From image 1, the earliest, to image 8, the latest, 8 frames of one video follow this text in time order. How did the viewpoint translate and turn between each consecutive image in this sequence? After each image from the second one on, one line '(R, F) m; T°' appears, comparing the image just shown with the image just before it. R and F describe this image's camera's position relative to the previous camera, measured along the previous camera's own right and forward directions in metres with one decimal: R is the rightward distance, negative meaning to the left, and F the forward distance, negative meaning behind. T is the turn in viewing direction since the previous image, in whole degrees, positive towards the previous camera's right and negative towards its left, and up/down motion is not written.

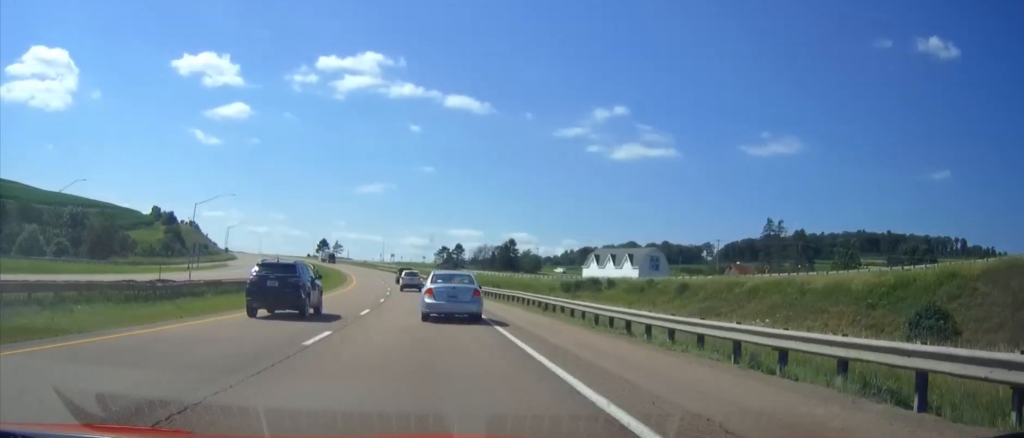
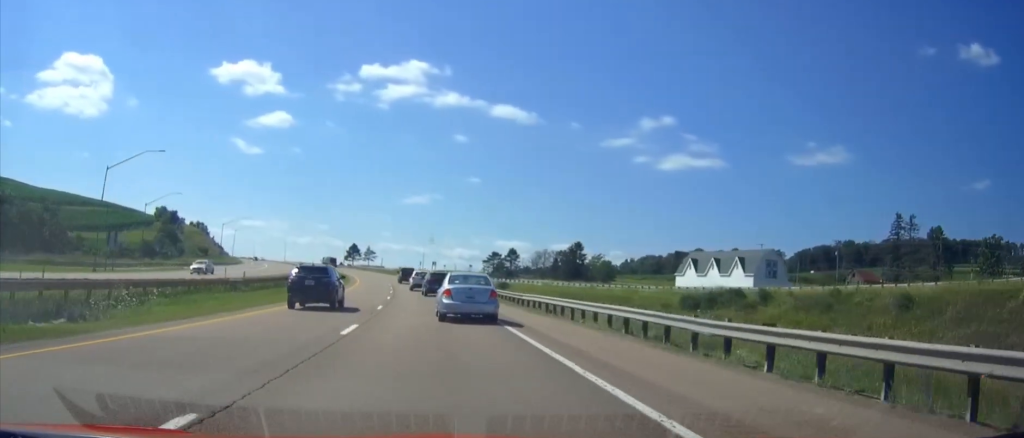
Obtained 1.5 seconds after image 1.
(-3.4, +46.1) m; -9°
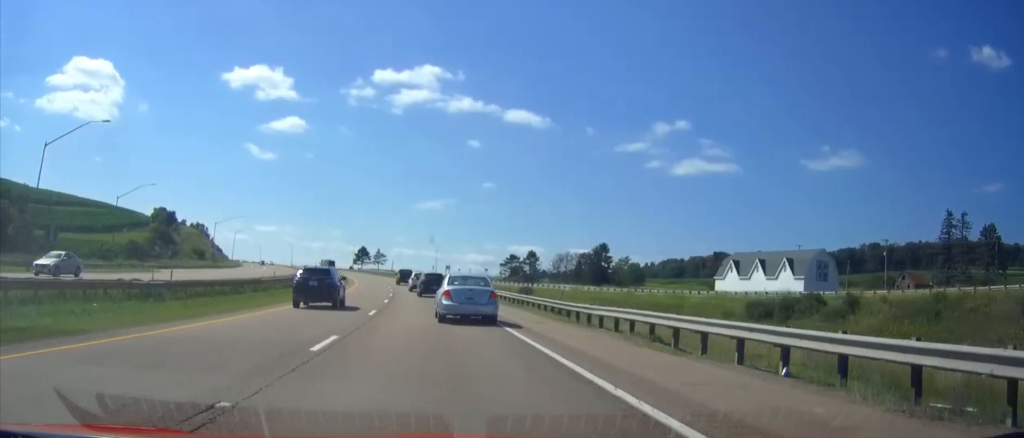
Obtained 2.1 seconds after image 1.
(-0.3, +15.9) m; -1°
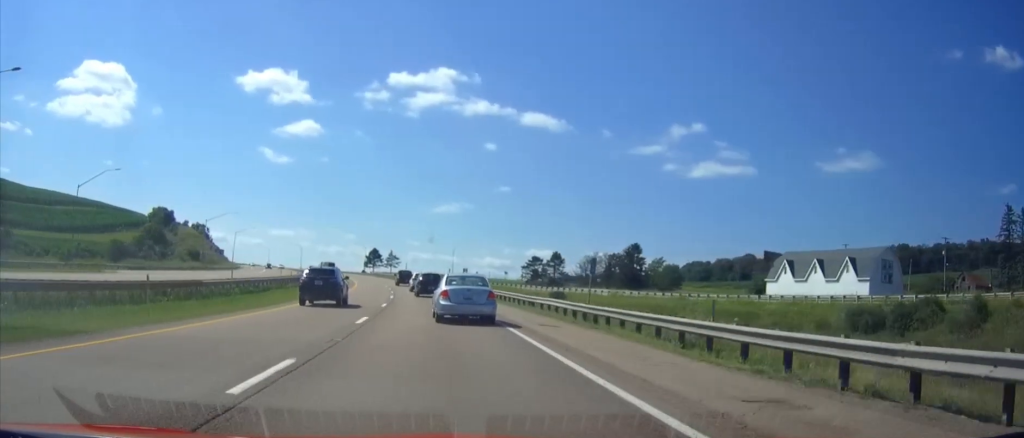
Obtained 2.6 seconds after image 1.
(0.0, +16.9) m; -1°
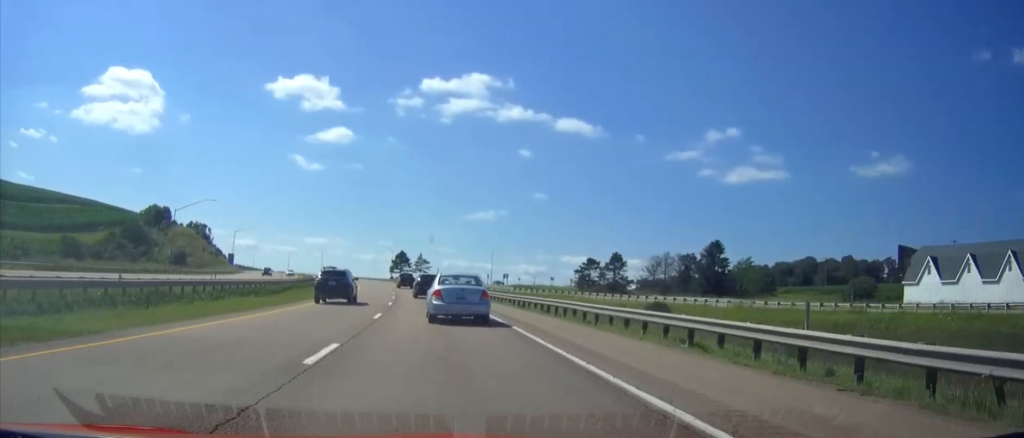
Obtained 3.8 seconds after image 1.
(-1.0, +33.6) m; -3°
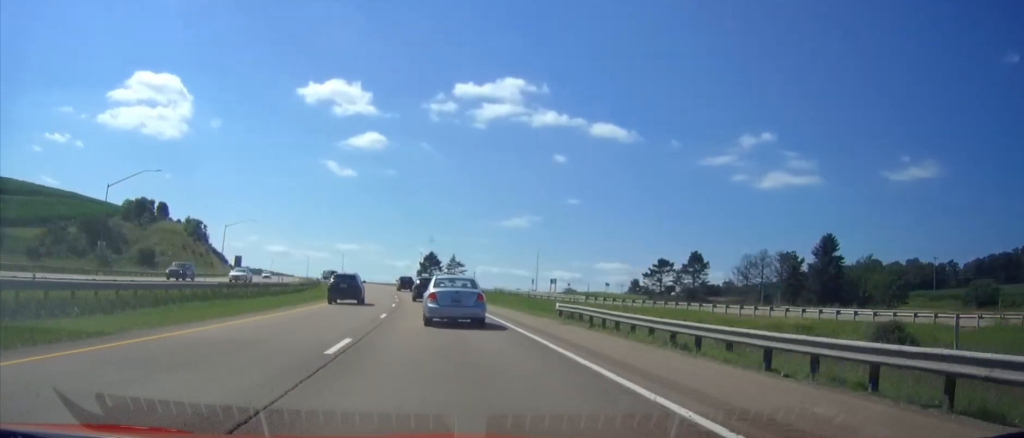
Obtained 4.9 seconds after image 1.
(-0.8, +34.4) m; -3°
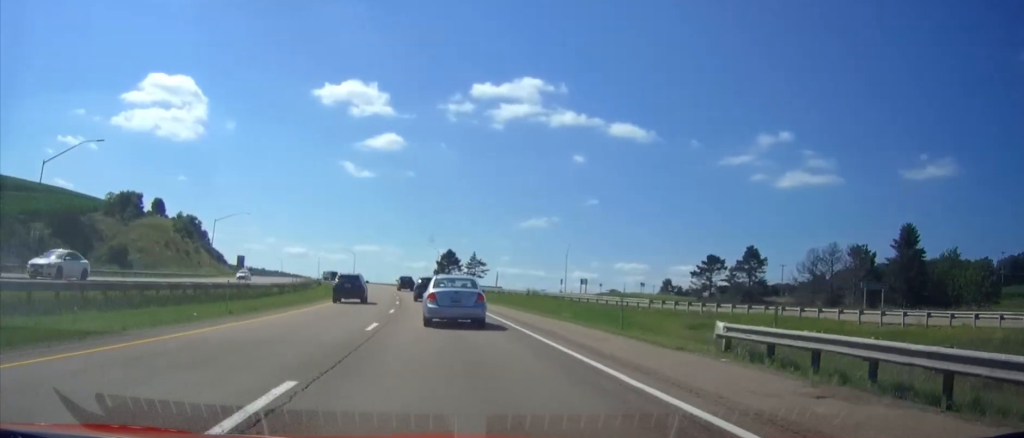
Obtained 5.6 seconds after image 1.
(-0.1, +18.6) m; -2°
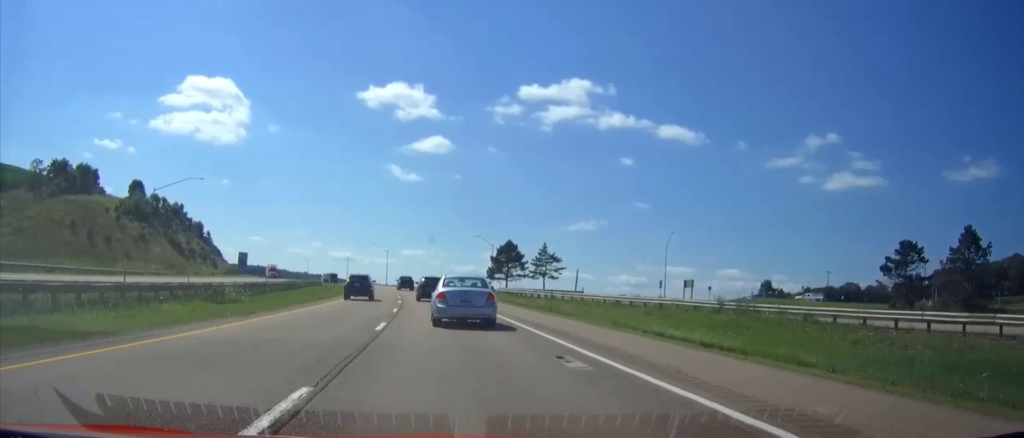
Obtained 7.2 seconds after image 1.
(-2.1, +48.5) m; -4°
